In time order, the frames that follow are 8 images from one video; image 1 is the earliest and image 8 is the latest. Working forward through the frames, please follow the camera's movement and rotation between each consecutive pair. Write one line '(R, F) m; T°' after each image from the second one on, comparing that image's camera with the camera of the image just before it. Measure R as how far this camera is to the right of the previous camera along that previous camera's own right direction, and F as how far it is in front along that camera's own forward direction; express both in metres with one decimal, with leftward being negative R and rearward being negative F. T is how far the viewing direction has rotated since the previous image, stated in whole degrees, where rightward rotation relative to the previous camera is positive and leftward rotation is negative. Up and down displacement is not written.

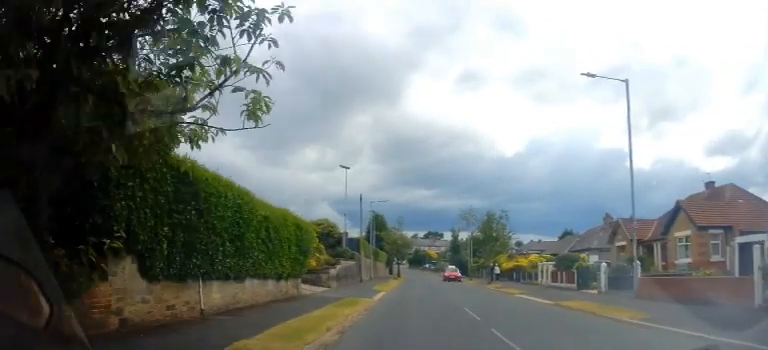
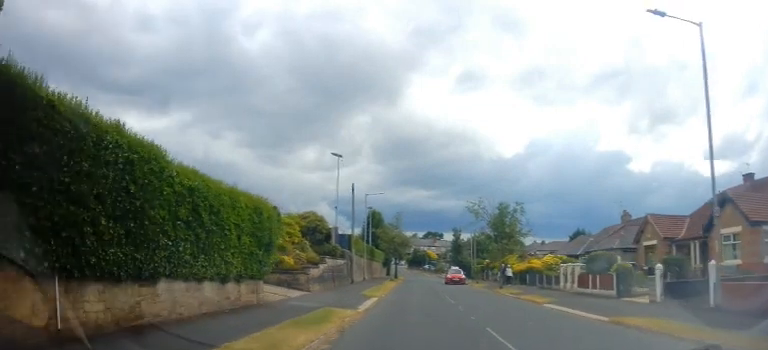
(+0.2, +4.9) m; 0°
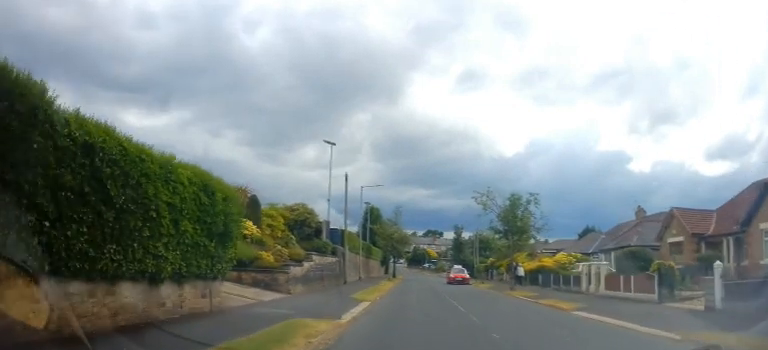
(-0.1, +3.5) m; -1°
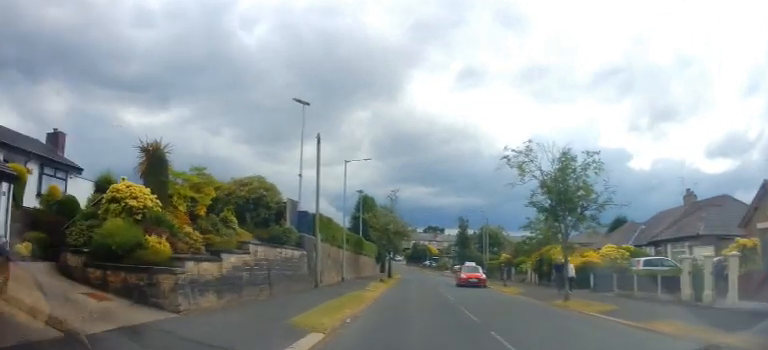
(-0.2, +9.3) m; 0°
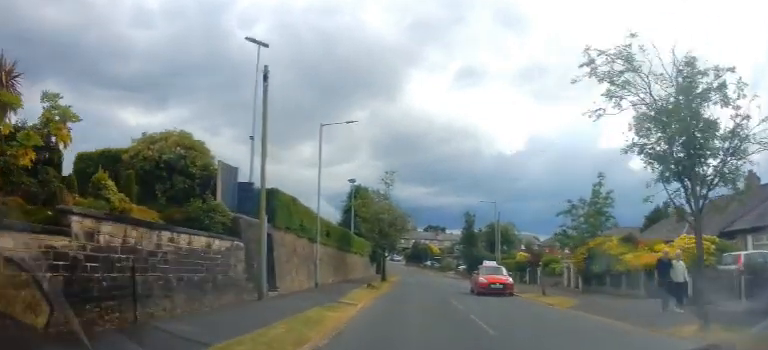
(+0.3, +8.4) m; +1°
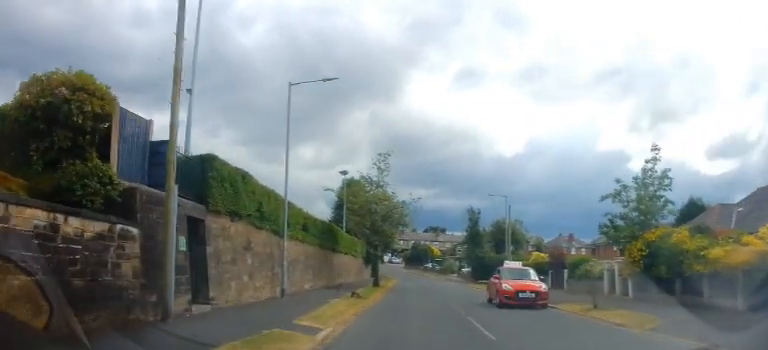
(-0.1, +5.5) m; 0°
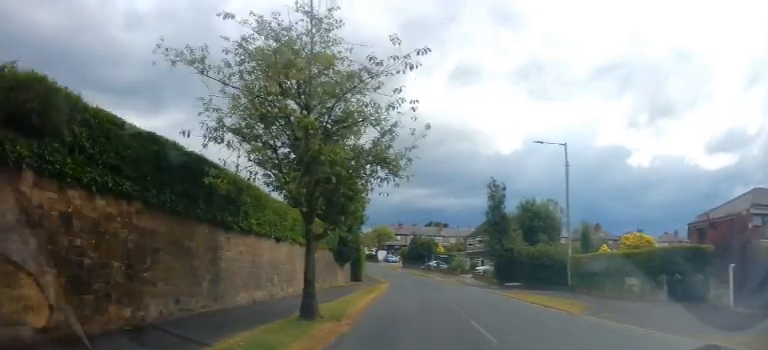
(0.0, +17.5) m; 0°
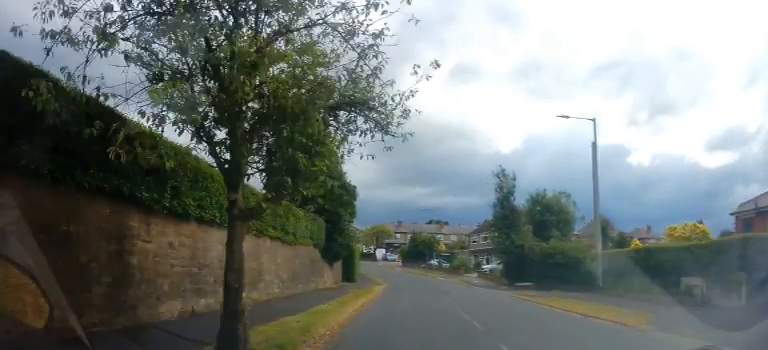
(0.0, +4.3) m; 0°
